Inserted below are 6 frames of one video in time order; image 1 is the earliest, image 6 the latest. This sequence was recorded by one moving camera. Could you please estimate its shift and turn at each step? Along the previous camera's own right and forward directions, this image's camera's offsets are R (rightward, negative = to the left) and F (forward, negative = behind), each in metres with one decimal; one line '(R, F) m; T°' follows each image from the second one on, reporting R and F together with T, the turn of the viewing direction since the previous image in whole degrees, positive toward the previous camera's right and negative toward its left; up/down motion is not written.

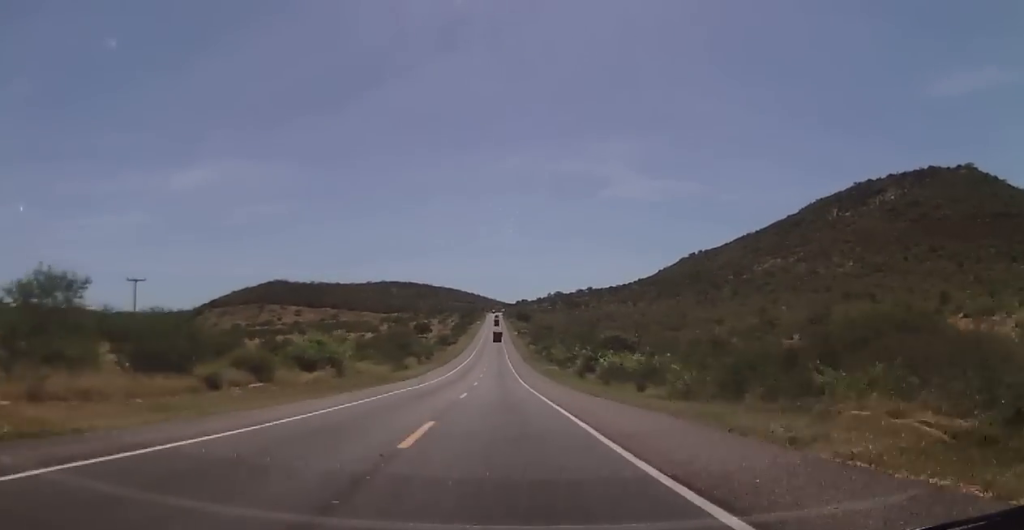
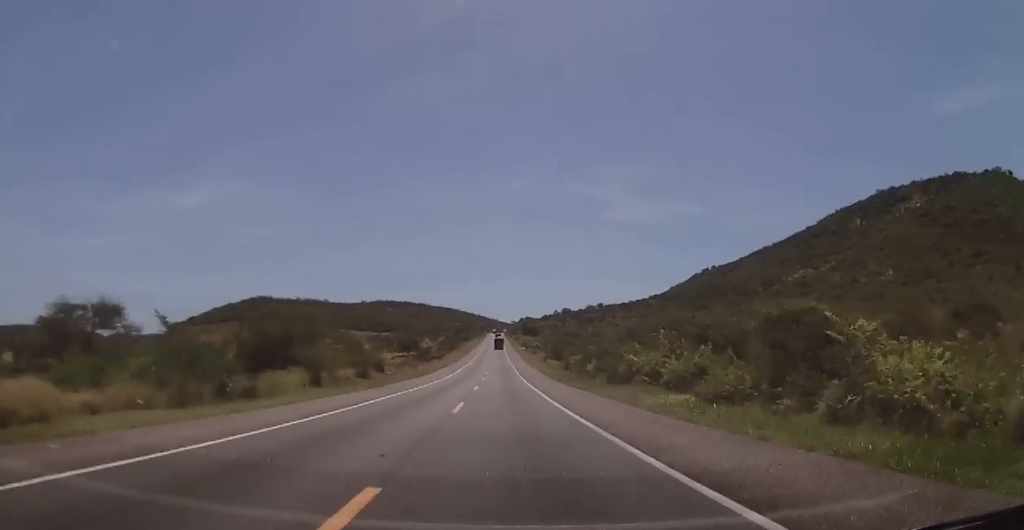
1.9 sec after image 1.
(-0.2, +60.6) m; 0°
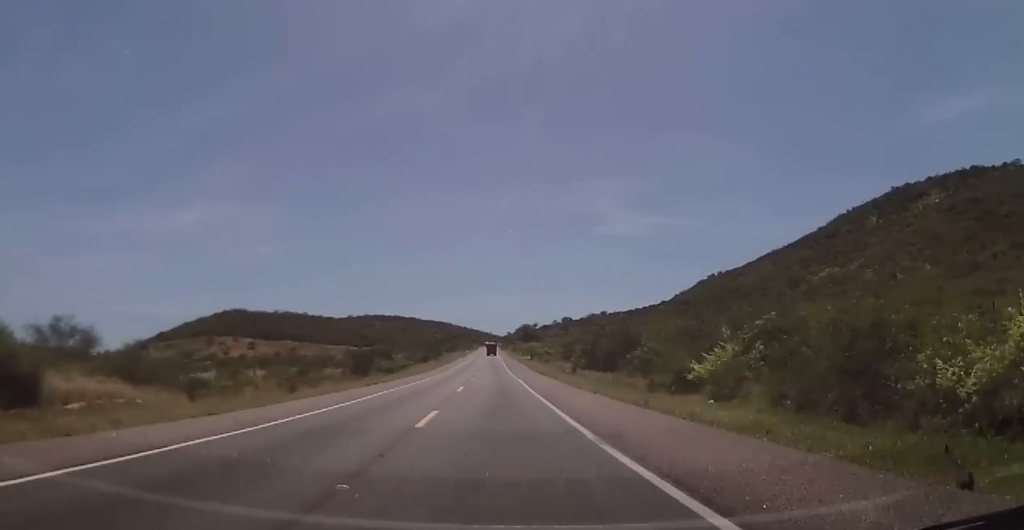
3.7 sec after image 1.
(+0.1, +56.6) m; 0°
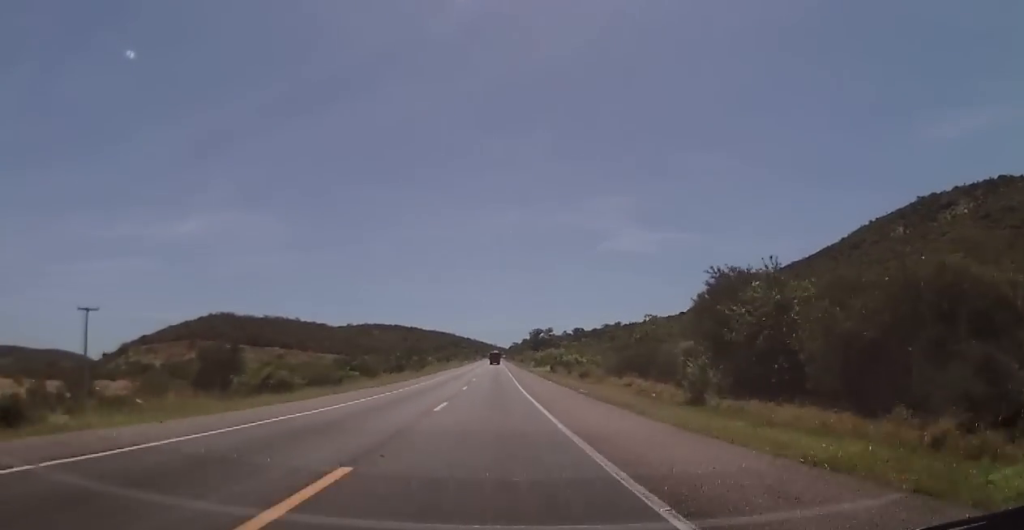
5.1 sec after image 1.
(-0.1, +45.2) m; 0°
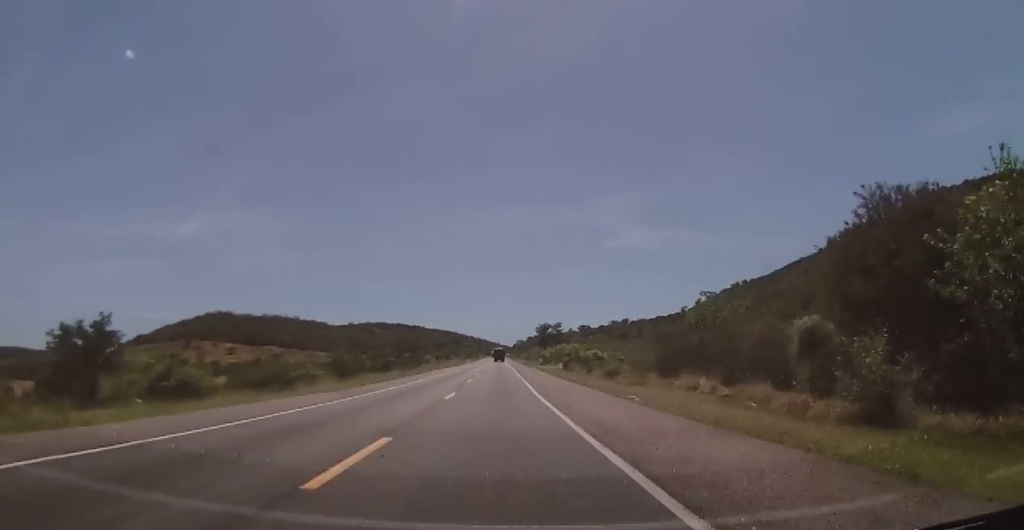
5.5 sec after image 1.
(0.0, +14.9) m; 0°
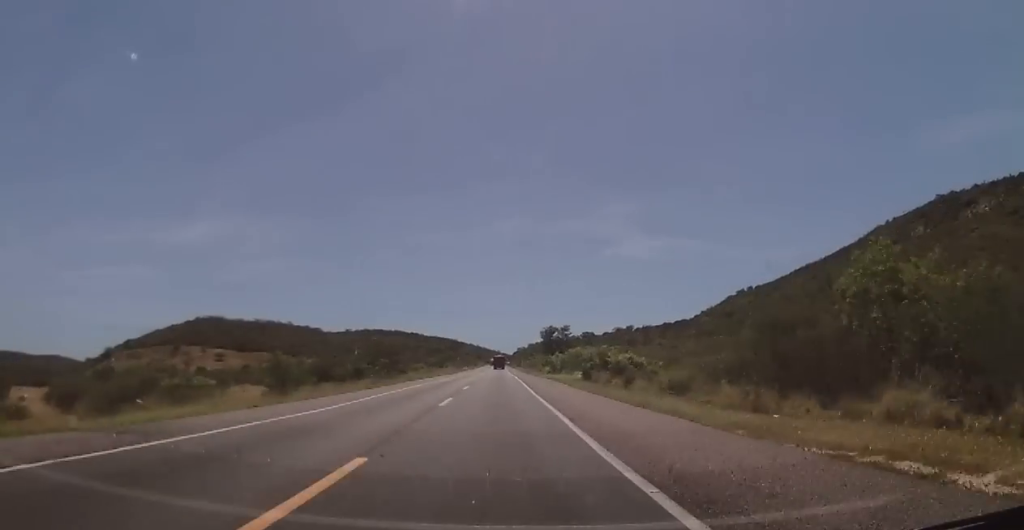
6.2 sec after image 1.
(-0.1, +20.1) m; 0°
